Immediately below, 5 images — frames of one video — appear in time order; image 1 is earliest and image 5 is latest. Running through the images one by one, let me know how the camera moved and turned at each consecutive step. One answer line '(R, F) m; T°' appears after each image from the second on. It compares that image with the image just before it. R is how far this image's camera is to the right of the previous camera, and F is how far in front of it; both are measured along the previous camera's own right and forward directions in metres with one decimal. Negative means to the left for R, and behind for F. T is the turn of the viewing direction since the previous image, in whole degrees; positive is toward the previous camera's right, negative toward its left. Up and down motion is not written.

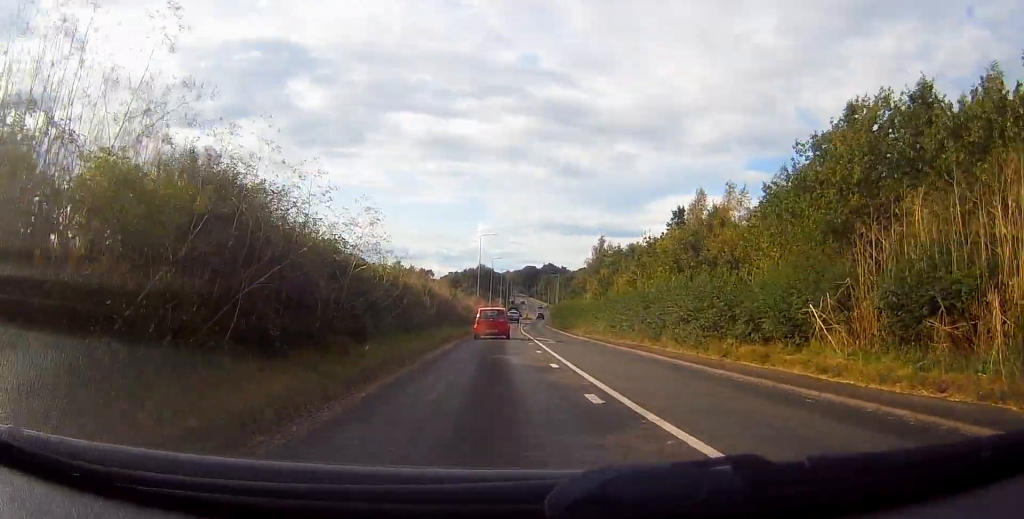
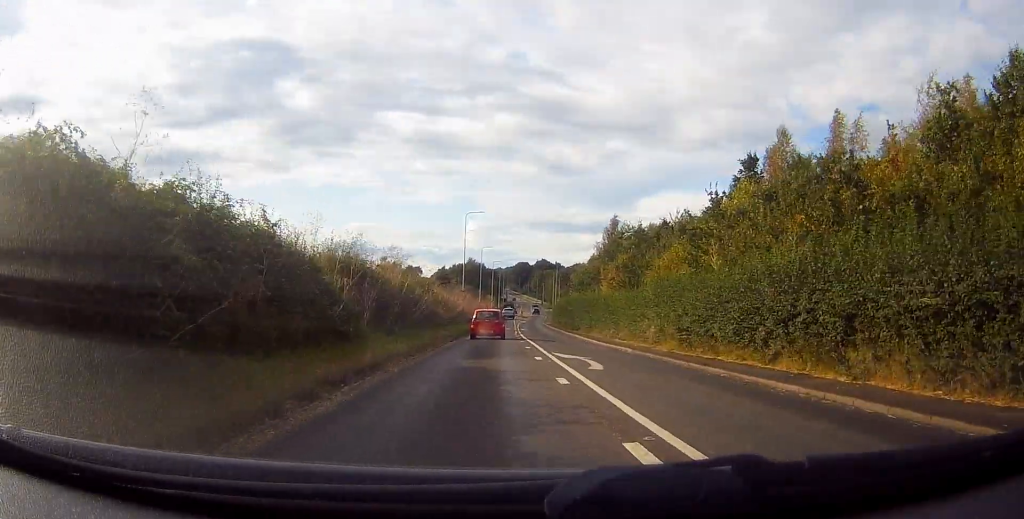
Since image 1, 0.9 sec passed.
(+0.1, +15.1) m; +1°
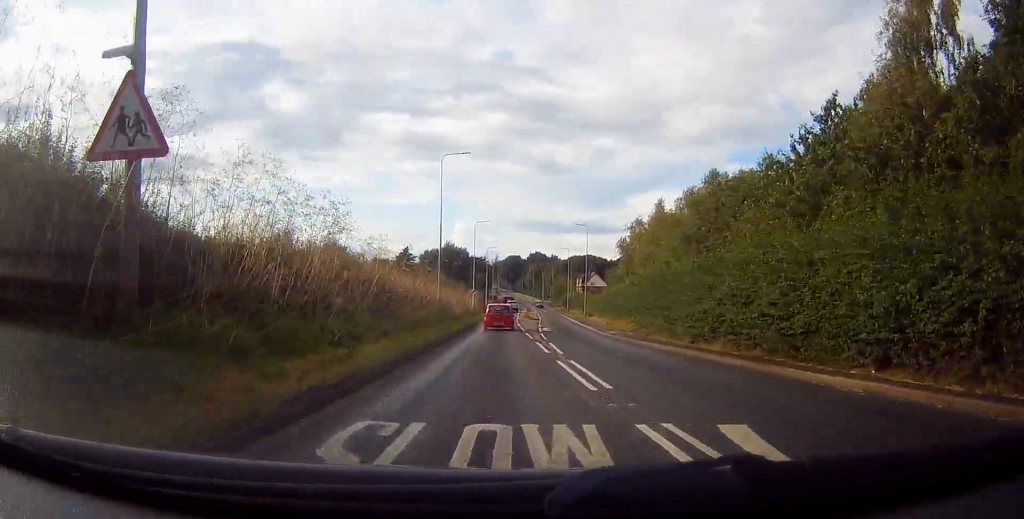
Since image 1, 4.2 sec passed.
(+1.0, +53.7) m; +1°
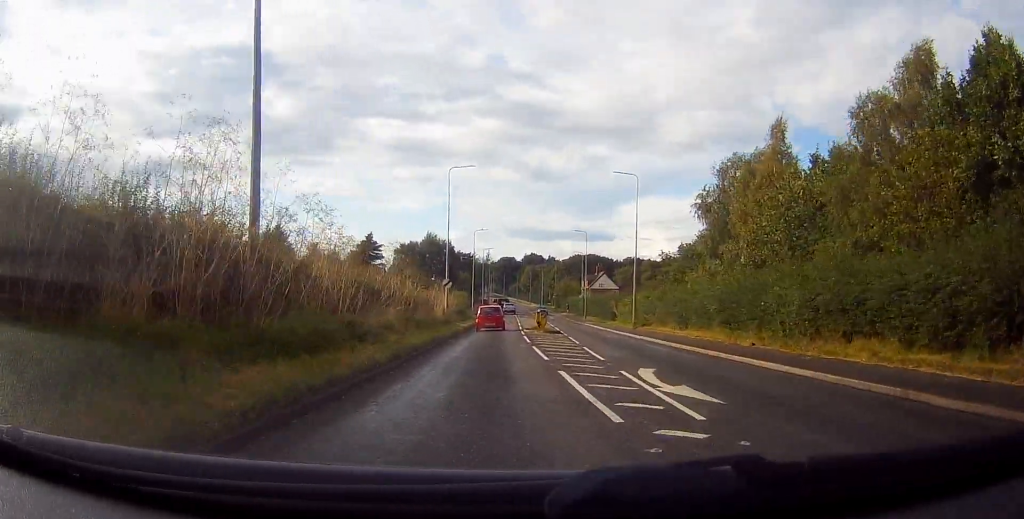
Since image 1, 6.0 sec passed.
(+0.4, +28.7) m; +1°
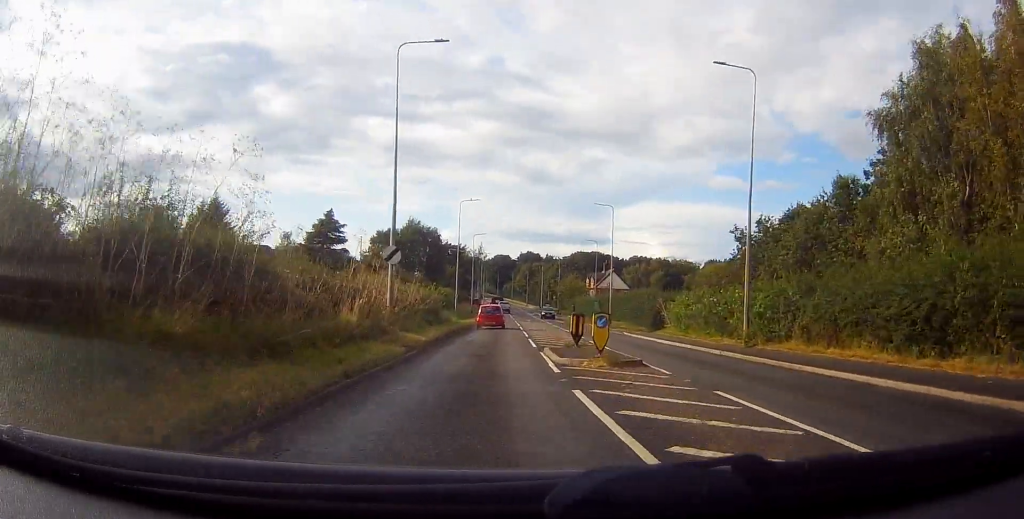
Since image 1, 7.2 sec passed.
(0.0, +20.5) m; 0°
